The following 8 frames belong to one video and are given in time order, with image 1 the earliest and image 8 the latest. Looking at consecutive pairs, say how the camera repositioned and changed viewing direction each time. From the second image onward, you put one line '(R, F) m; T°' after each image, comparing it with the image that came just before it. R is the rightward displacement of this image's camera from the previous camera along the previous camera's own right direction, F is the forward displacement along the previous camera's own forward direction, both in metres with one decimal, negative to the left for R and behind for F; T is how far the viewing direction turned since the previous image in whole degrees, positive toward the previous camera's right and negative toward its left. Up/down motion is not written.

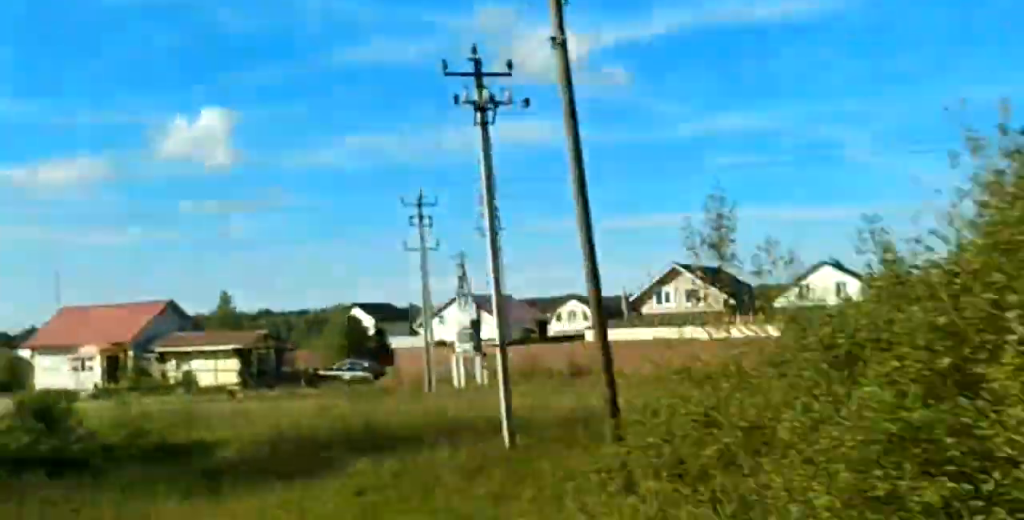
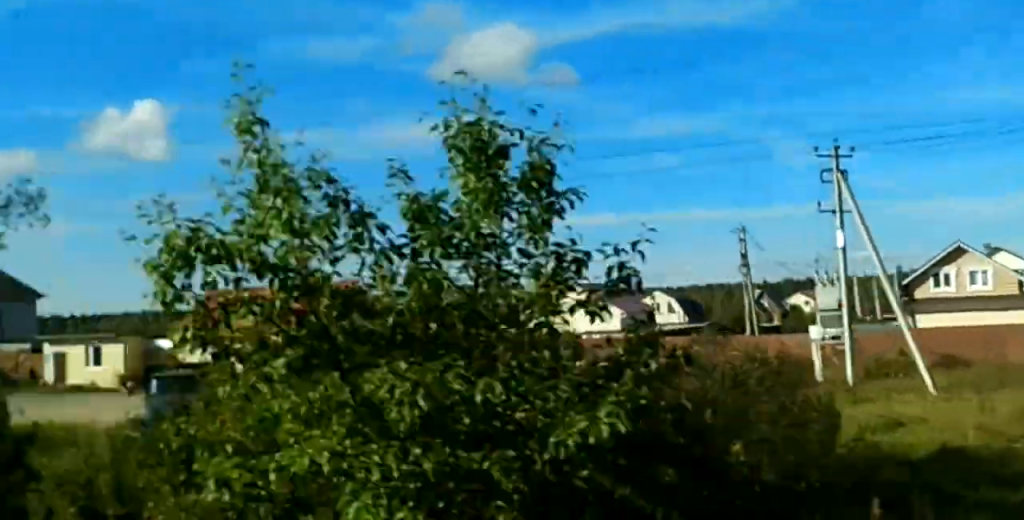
(+0.2, +18.5) m; +1°
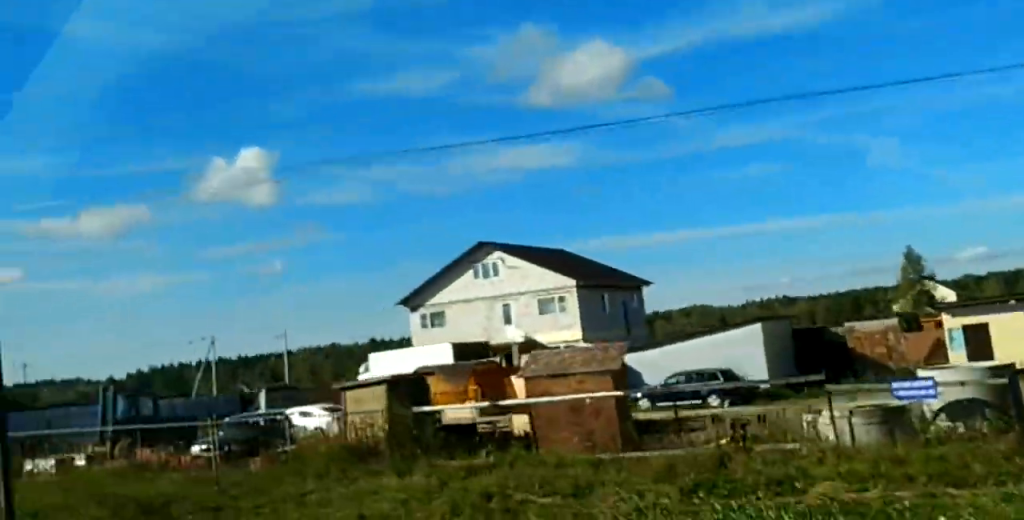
(-0.1, +46.4) m; -1°
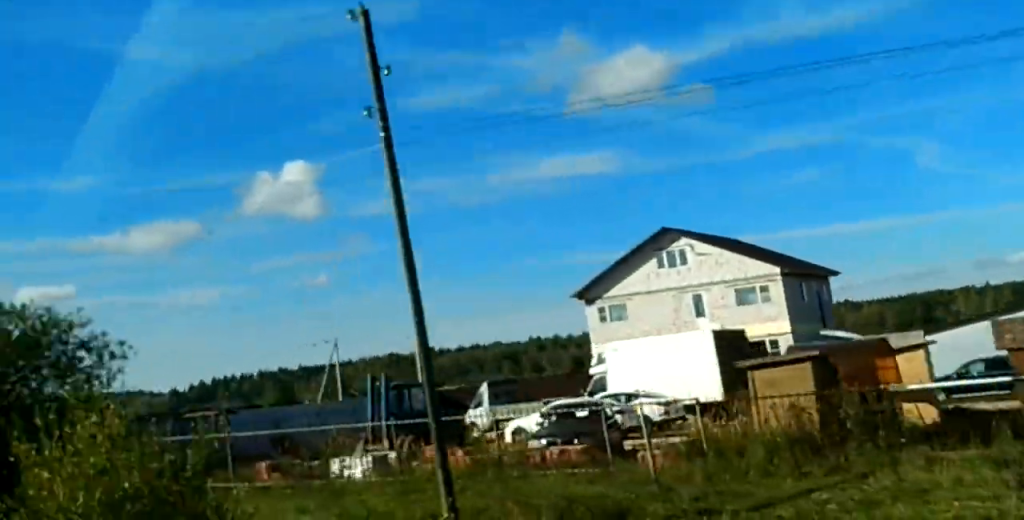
(-0.2, +9.3) m; 0°
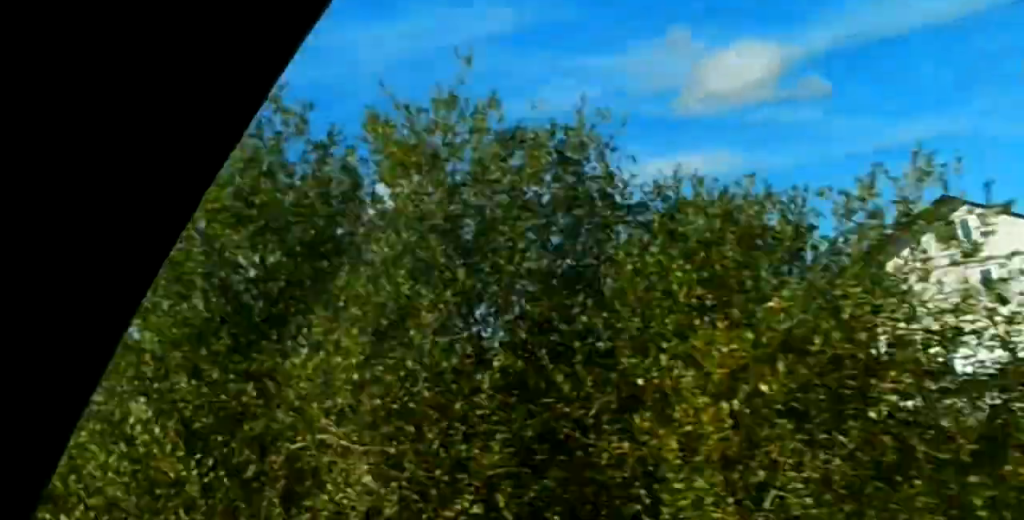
(0.0, +8.5) m; 0°
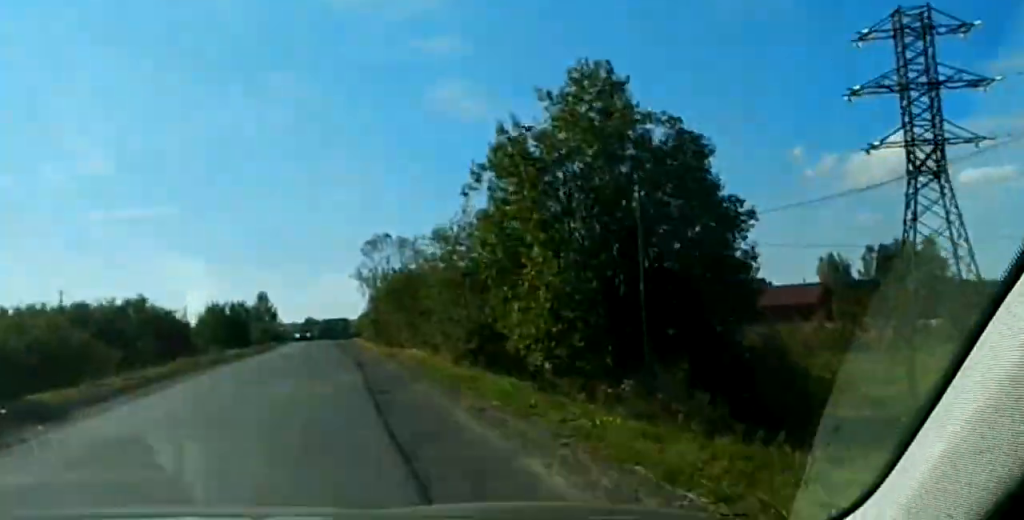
(+0.2, +18.4) m; 0°
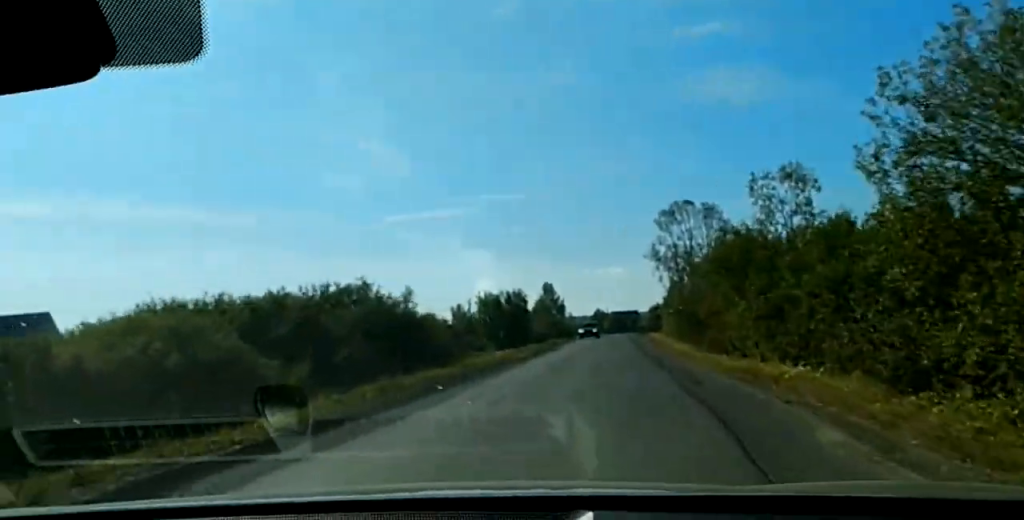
(-0.1, +21.6) m; +1°
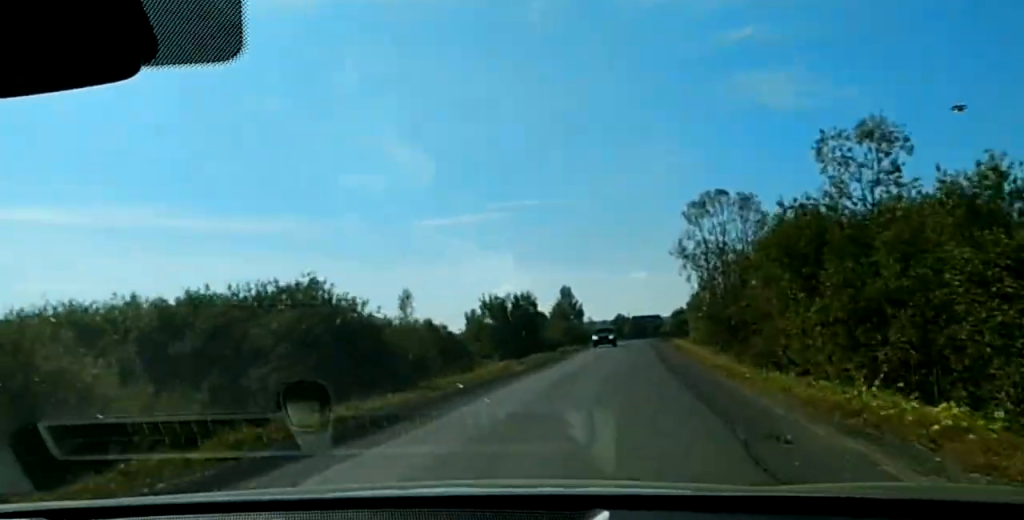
(+0.2, +9.4) m; 0°
